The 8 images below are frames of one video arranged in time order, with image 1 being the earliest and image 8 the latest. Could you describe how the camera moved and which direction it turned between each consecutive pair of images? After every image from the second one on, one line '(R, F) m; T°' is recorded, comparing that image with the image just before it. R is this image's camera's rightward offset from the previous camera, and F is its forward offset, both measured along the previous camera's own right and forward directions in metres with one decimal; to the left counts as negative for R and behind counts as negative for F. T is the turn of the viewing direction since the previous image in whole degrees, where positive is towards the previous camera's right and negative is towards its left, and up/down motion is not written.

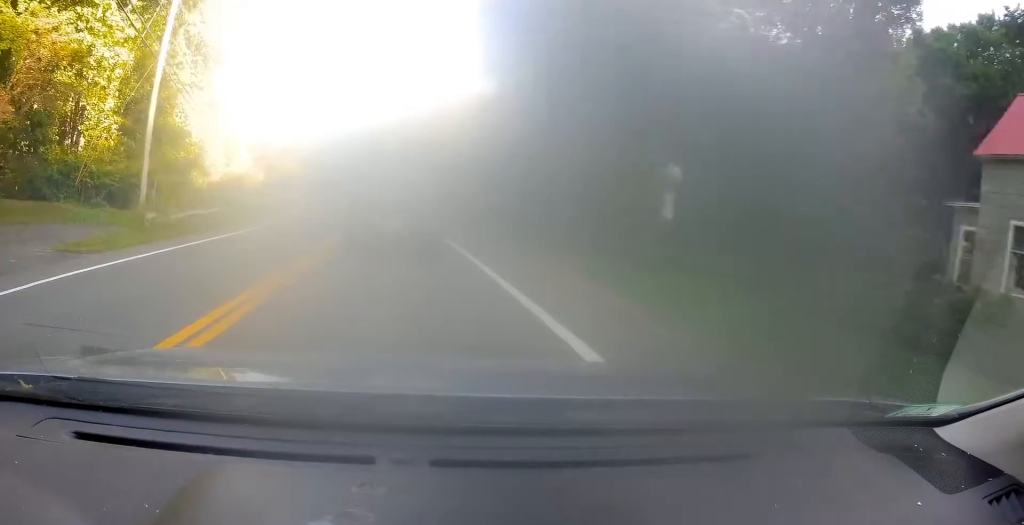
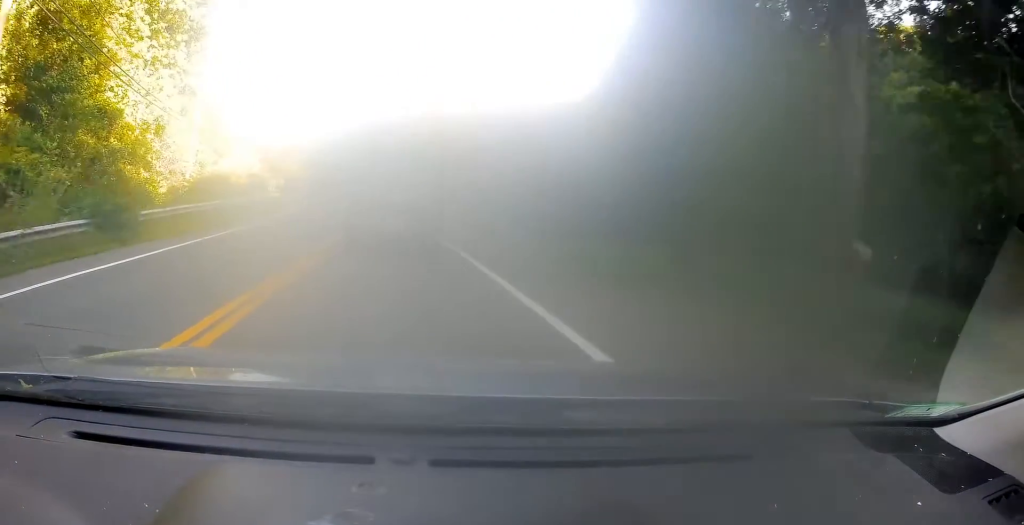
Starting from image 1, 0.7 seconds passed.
(-0.5, +12.2) m; -2°
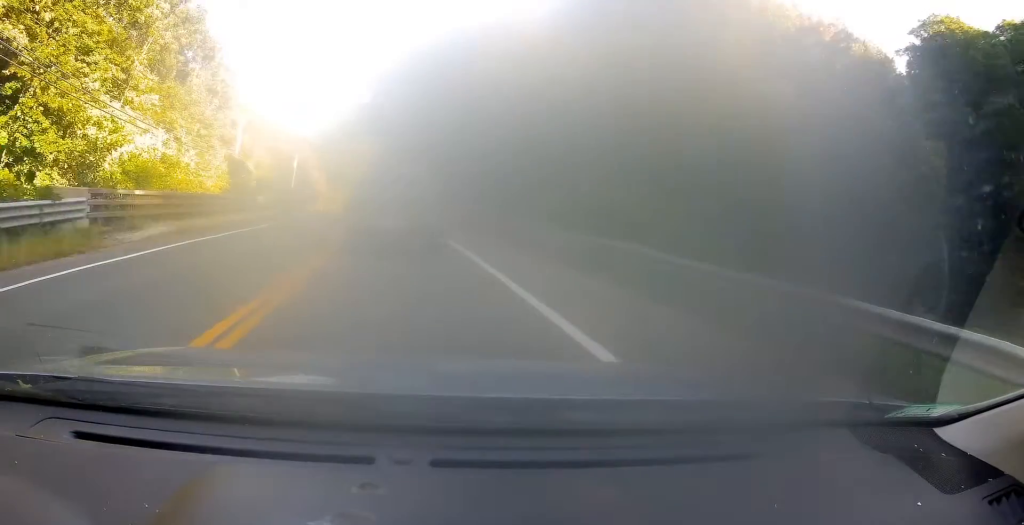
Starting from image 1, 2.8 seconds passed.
(-2.1, +40.8) m; -9°
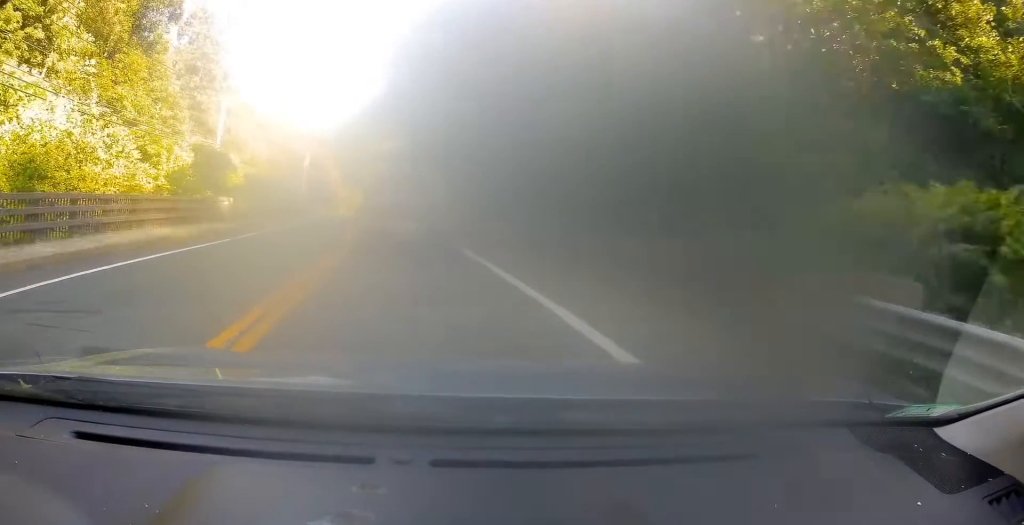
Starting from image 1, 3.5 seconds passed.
(-0.8, +13.5) m; -3°
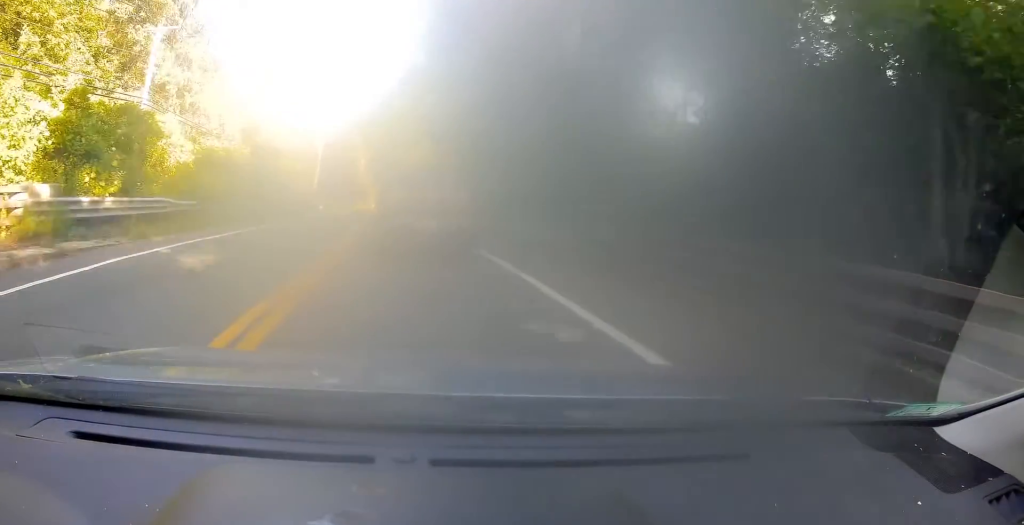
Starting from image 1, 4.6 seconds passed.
(+0.2, +20.3) m; -3°
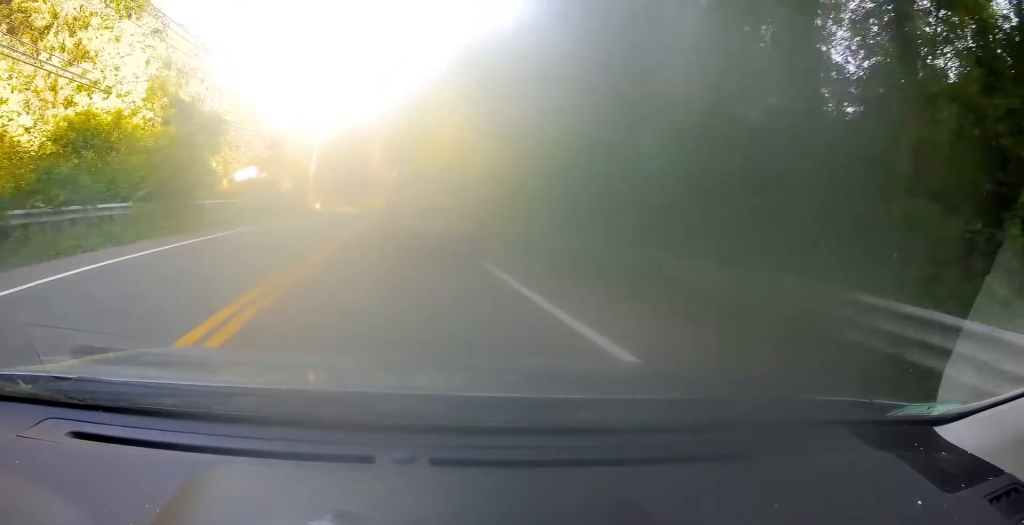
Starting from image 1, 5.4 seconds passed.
(-1.0, +16.9) m; -4°
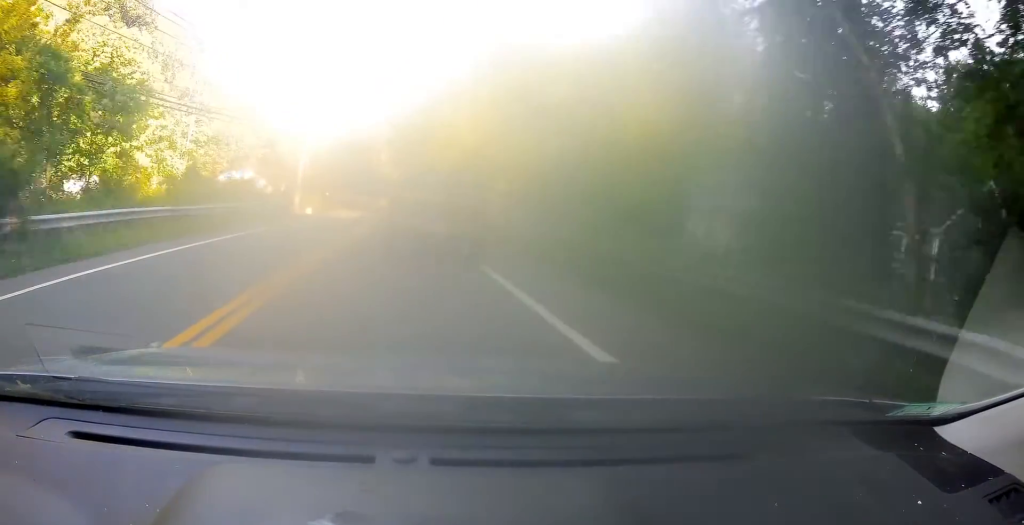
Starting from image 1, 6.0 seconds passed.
(-0.2, +11.5) m; 0°
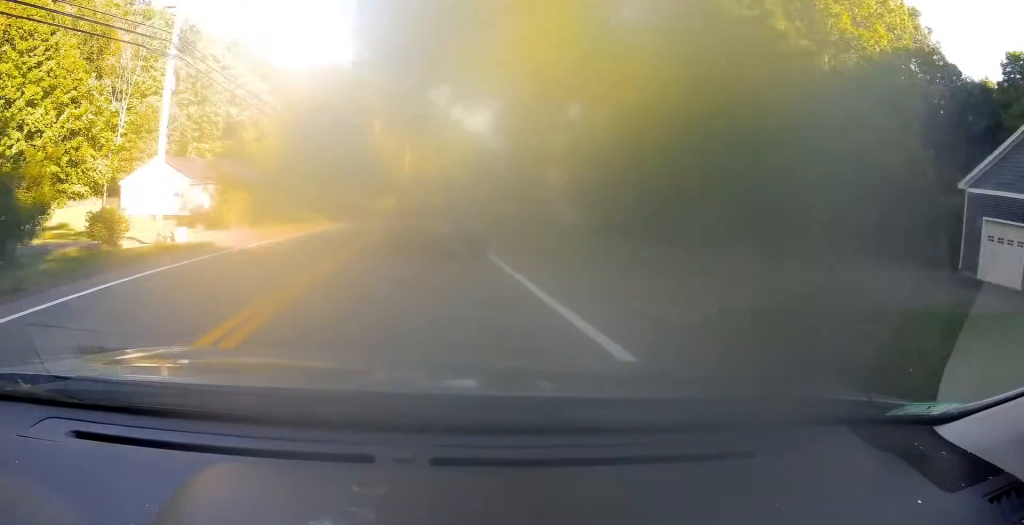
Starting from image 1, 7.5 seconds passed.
(+0.3, +27.5) m; 0°
